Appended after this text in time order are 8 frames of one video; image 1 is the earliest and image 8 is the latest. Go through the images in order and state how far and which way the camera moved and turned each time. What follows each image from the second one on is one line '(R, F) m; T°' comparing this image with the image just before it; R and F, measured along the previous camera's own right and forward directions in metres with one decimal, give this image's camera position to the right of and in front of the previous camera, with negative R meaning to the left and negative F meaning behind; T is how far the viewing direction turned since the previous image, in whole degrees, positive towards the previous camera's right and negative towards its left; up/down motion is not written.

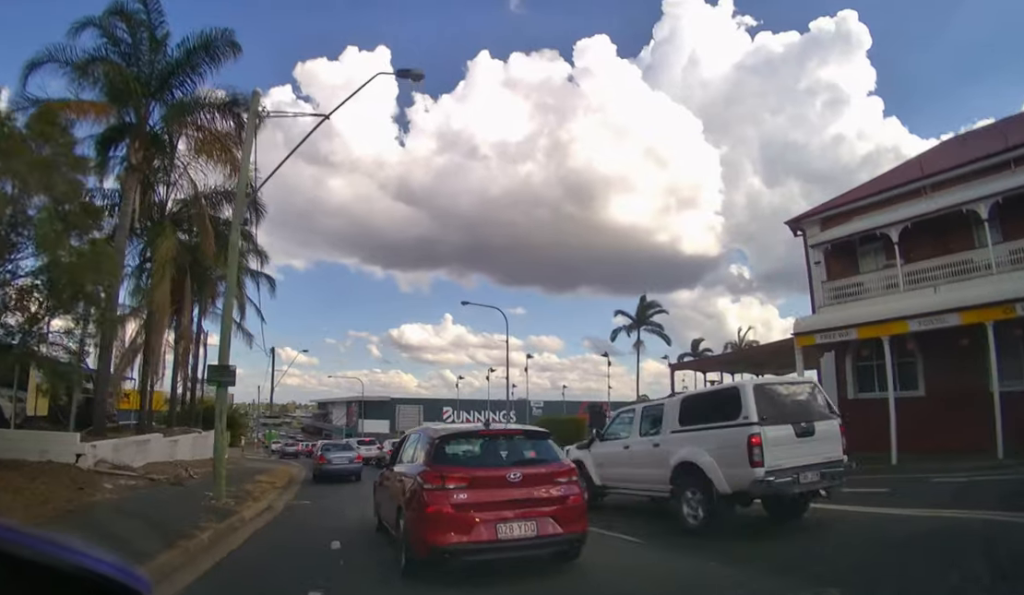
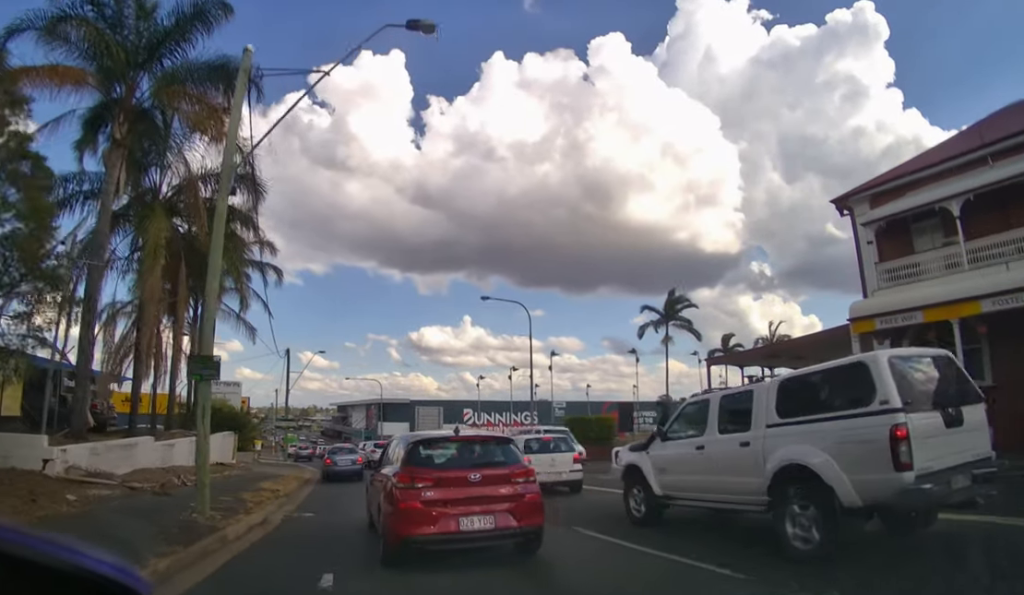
(-0.1, +2.5) m; -3°
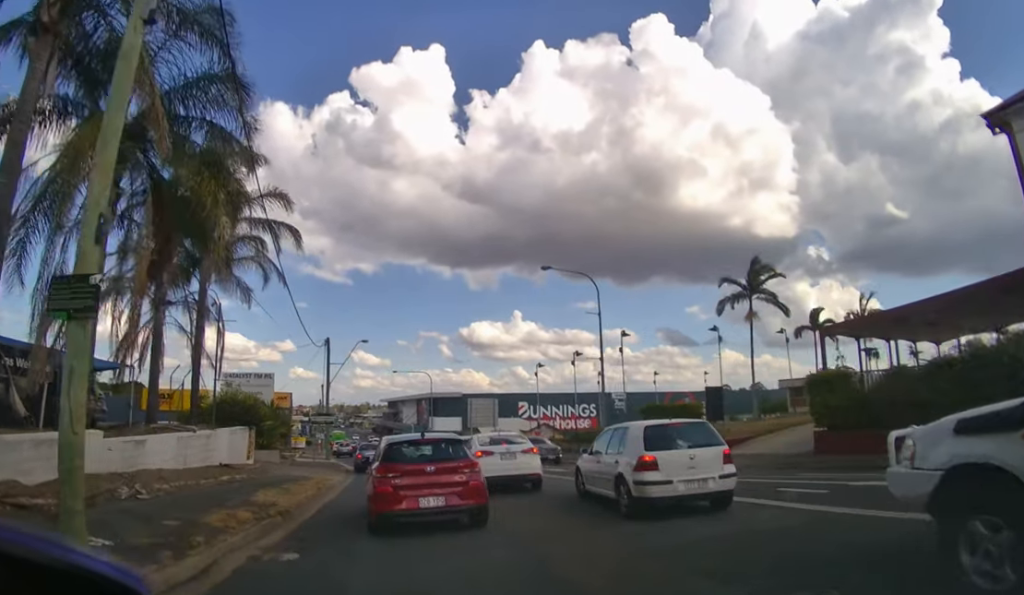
(-0.2, +4.8) m; -5°
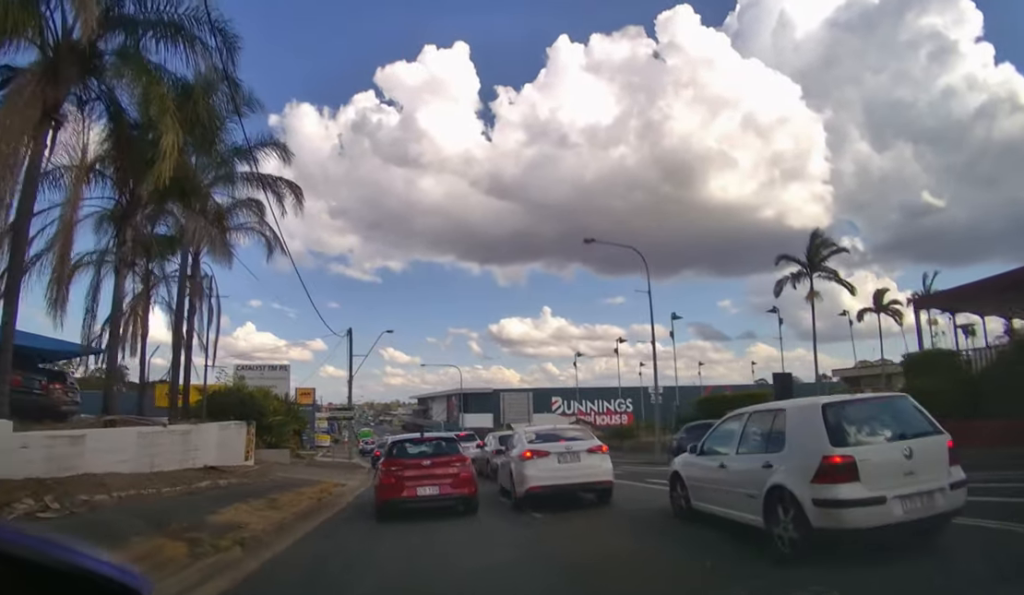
(-0.1, +3.1) m; -4°
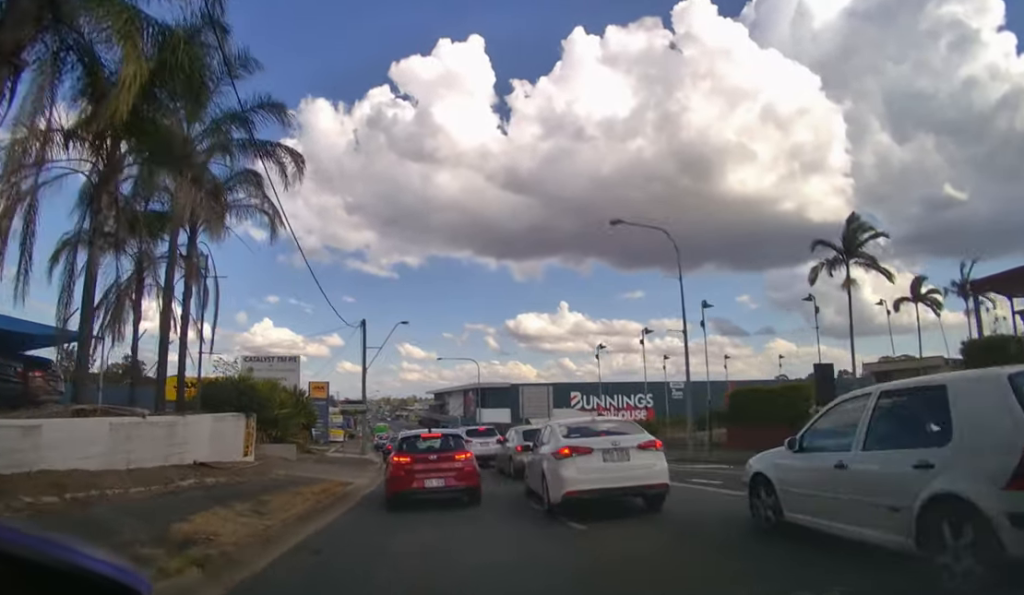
(0.0, +1.5) m; -2°
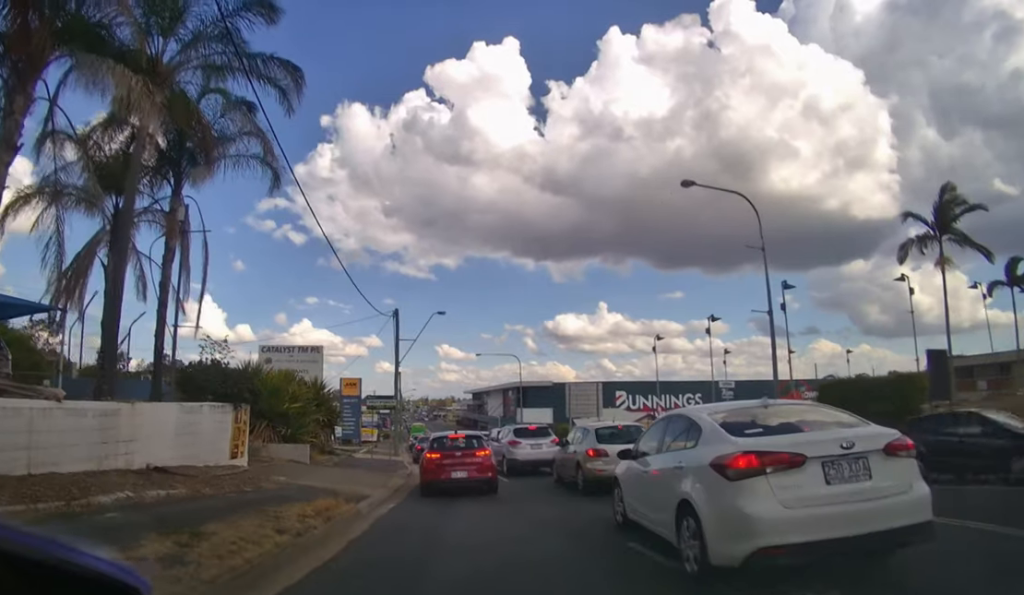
(-0.1, +3.4) m; -3°
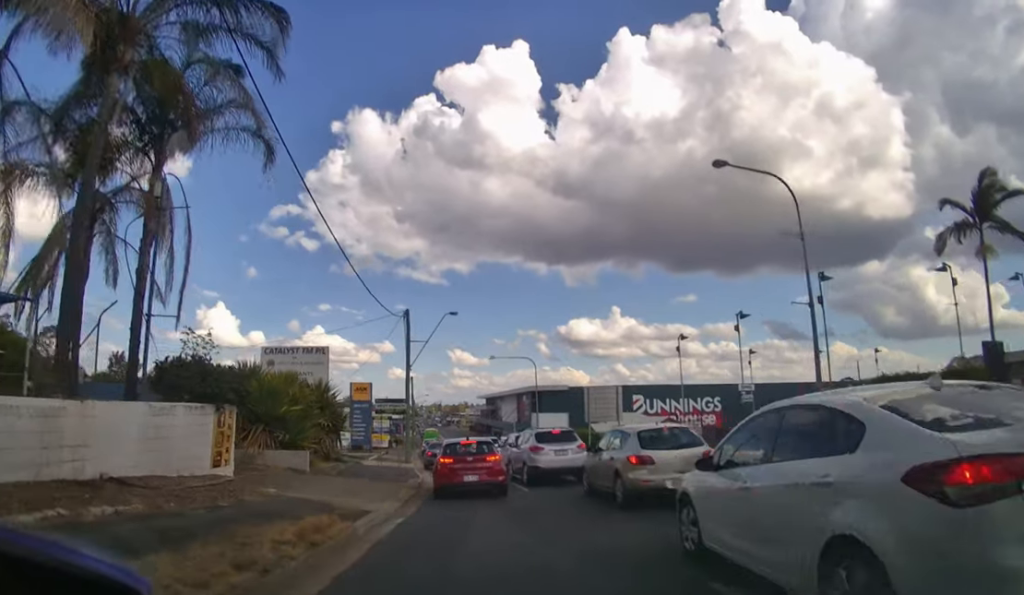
(0.0, +1.5) m; -1°
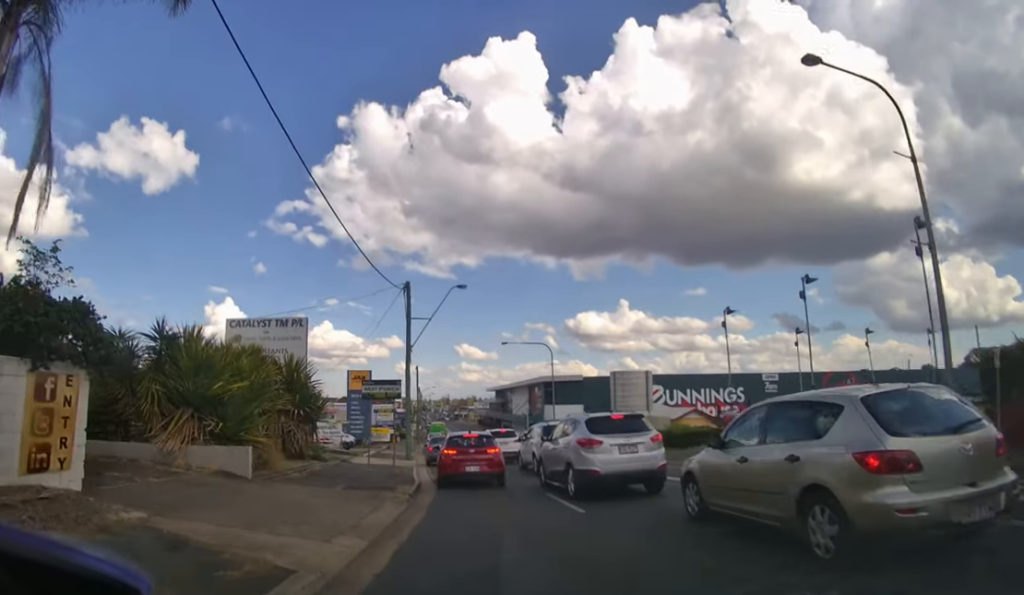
(-0.1, +4.1) m; -1°
